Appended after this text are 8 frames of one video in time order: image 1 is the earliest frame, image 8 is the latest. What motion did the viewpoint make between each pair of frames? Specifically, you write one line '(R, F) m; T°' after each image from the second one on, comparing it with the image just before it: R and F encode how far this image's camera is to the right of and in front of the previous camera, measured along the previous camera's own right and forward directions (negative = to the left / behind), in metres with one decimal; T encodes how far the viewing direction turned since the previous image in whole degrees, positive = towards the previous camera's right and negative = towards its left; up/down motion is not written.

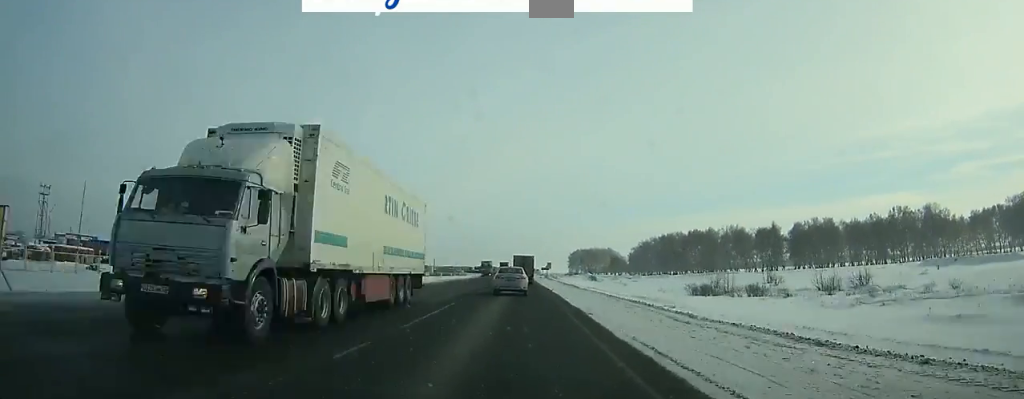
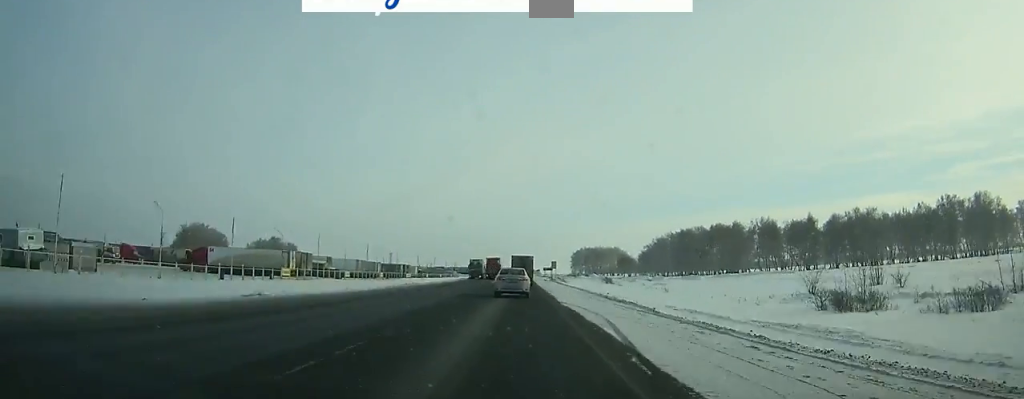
(-0.2, +29.4) m; 0°
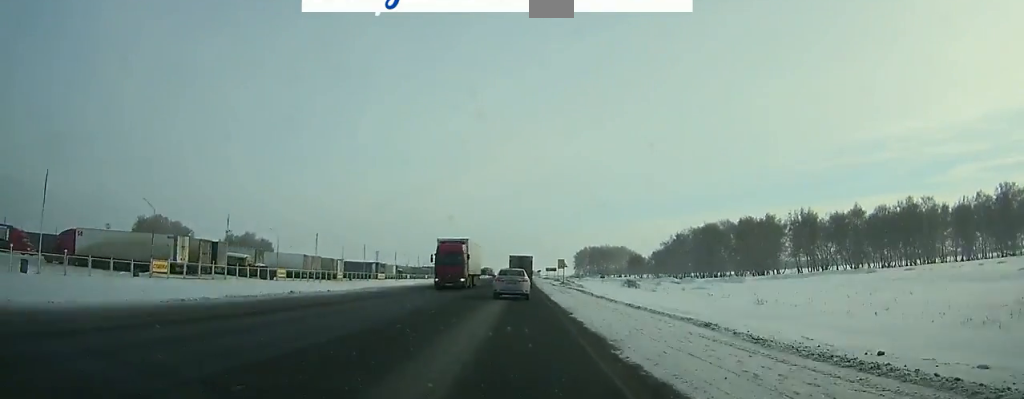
(0.0, +27.9) m; 0°
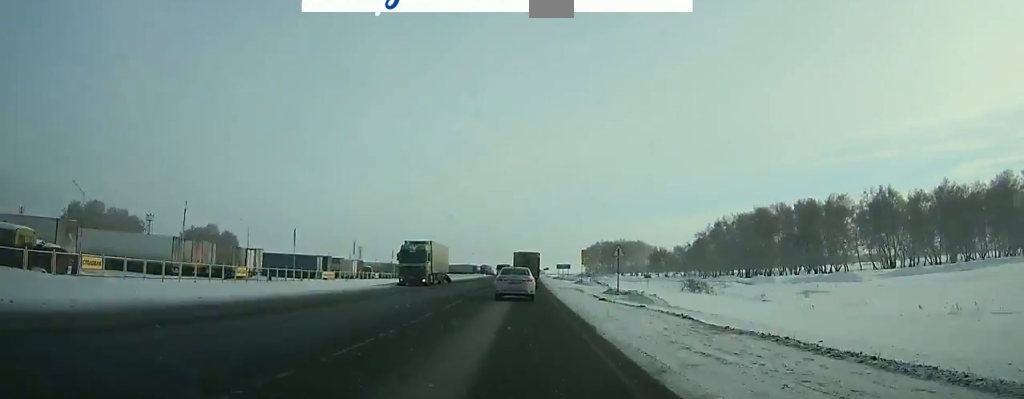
(+0.1, +35.4) m; 0°
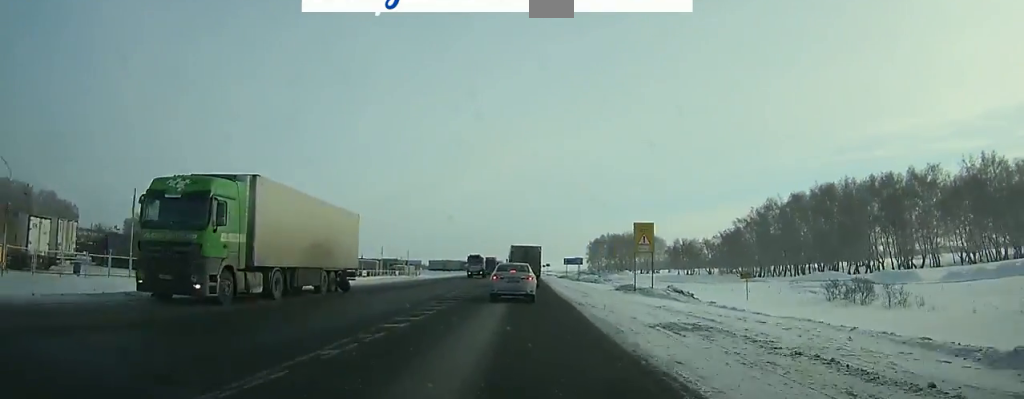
(+0.2, +31.2) m; 0°
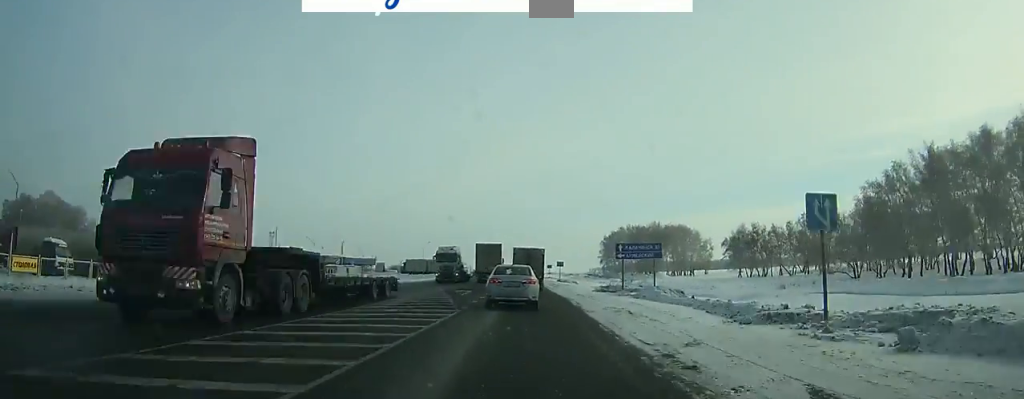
(-0.1, +55.5) m; 0°
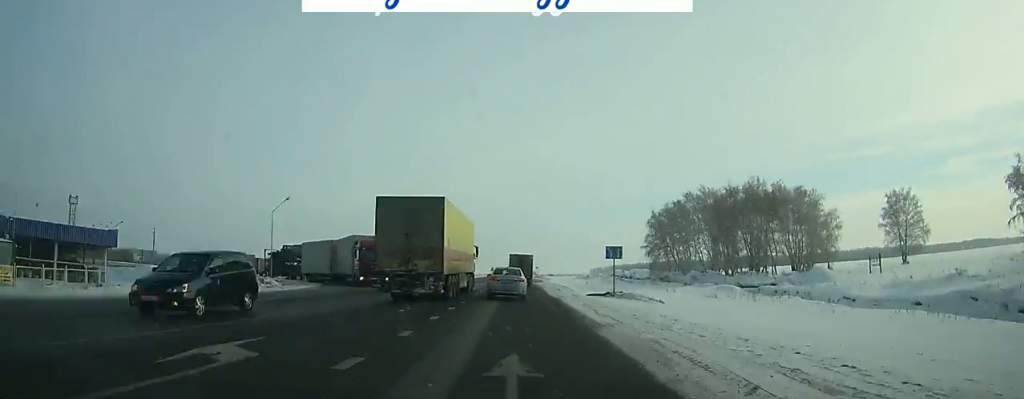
(+0.1, +93.6) m; 0°
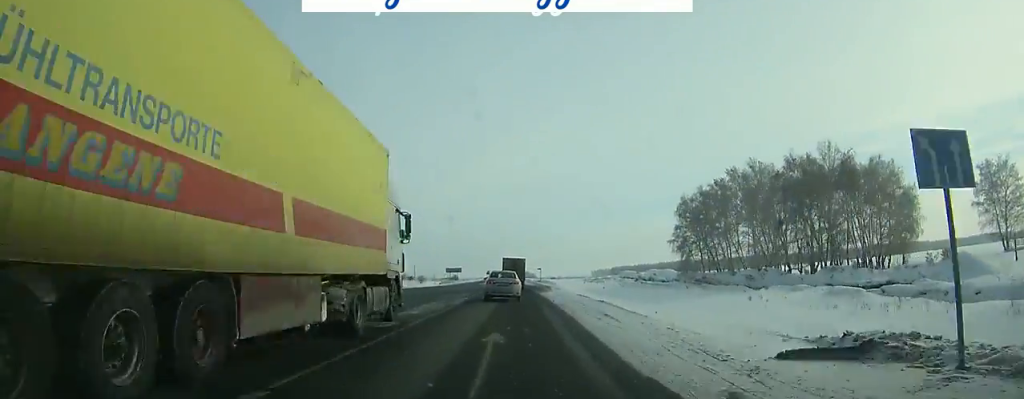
(-0.2, +27.2) m; -1°
